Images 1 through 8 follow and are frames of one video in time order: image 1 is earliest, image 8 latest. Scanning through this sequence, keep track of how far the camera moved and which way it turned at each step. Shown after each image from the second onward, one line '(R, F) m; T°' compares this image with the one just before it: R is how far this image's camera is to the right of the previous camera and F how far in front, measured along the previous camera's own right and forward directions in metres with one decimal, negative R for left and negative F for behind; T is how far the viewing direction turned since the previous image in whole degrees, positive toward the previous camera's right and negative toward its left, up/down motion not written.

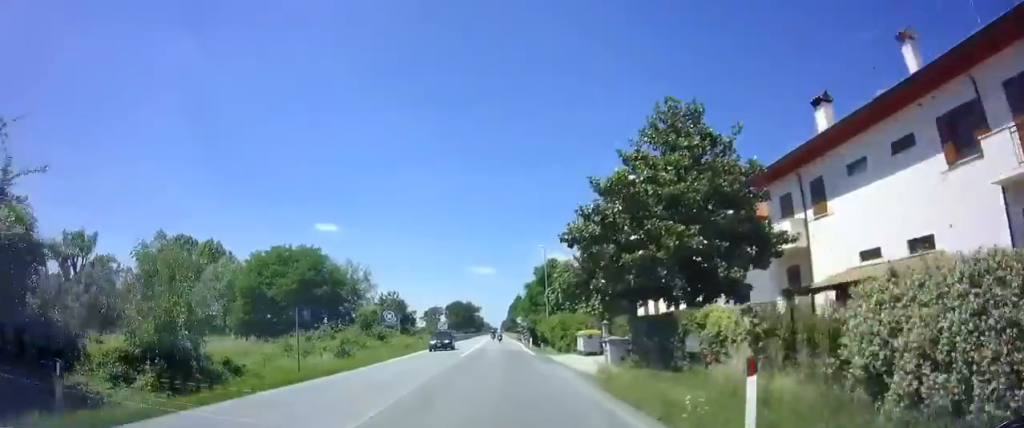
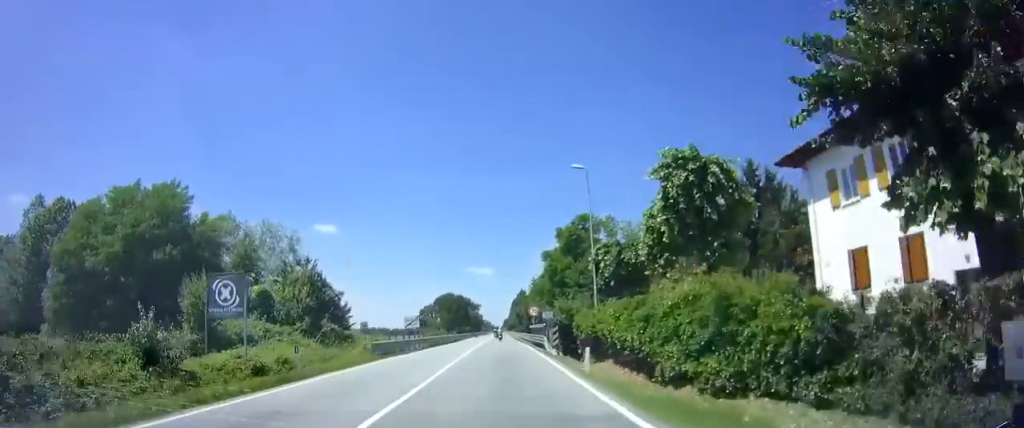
(0.0, +27.0) m; 0°
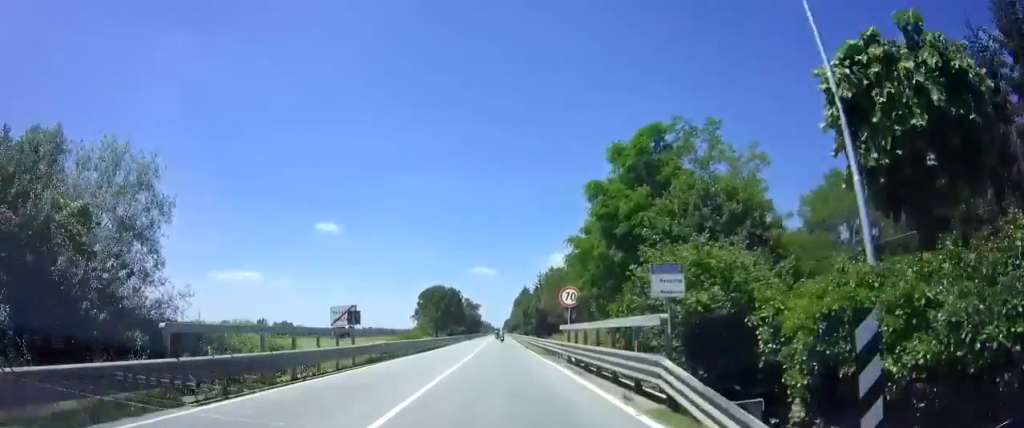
(-0.1, +22.1) m; 0°
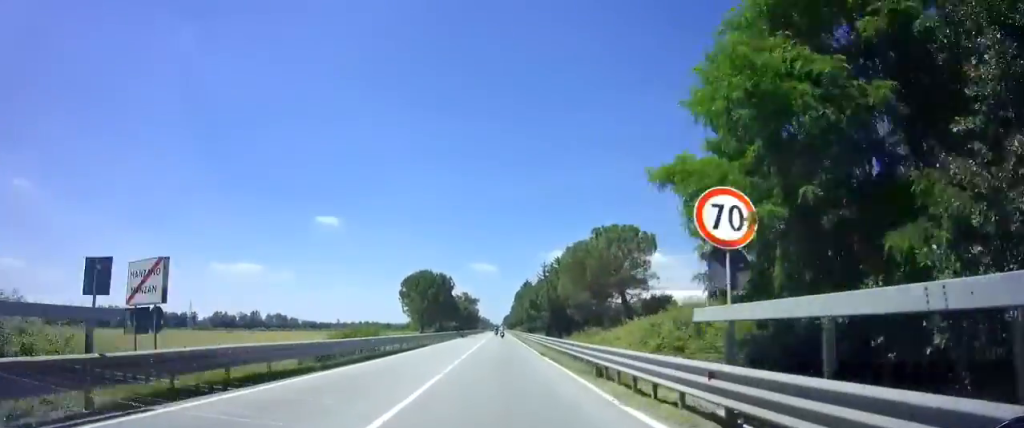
(0.0, +15.7) m; 0°
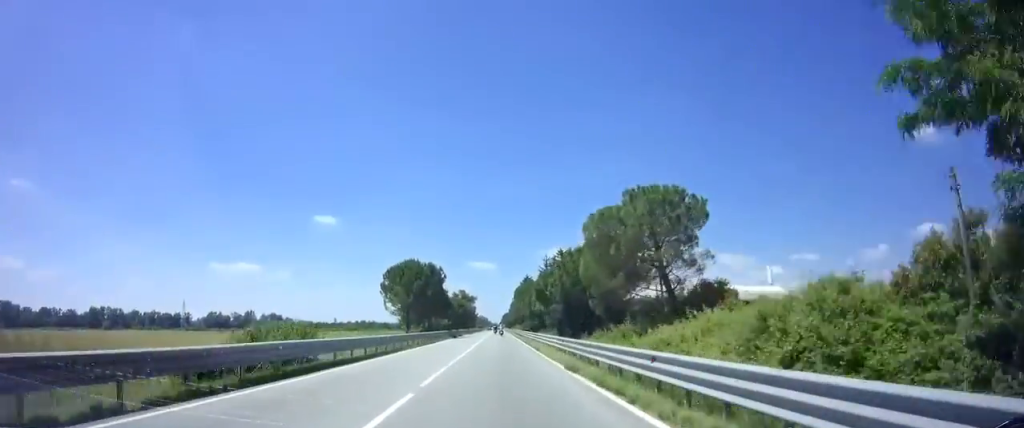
(0.0, +10.5) m; 0°
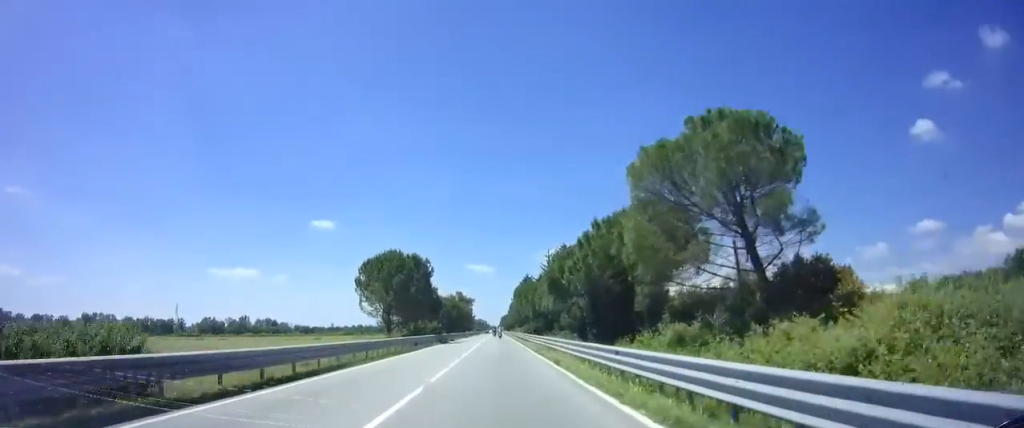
(0.0, +10.5) m; 0°
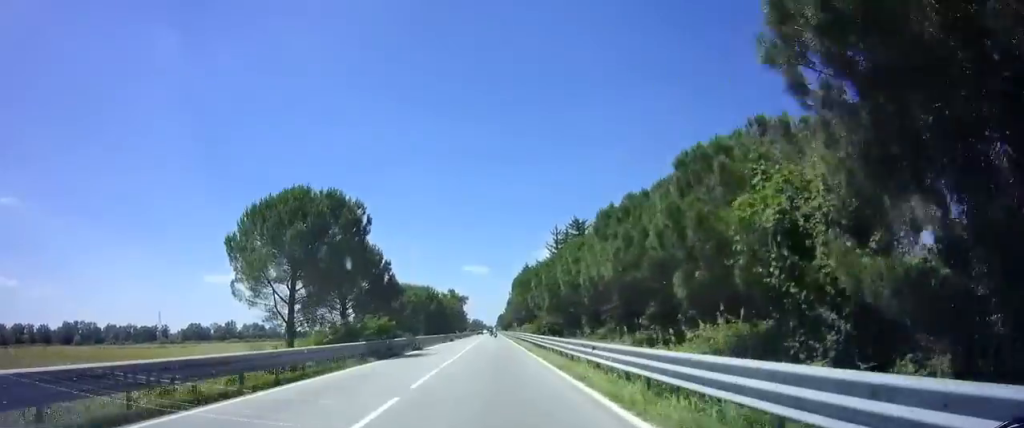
(+0.2, +25.1) m; +1°
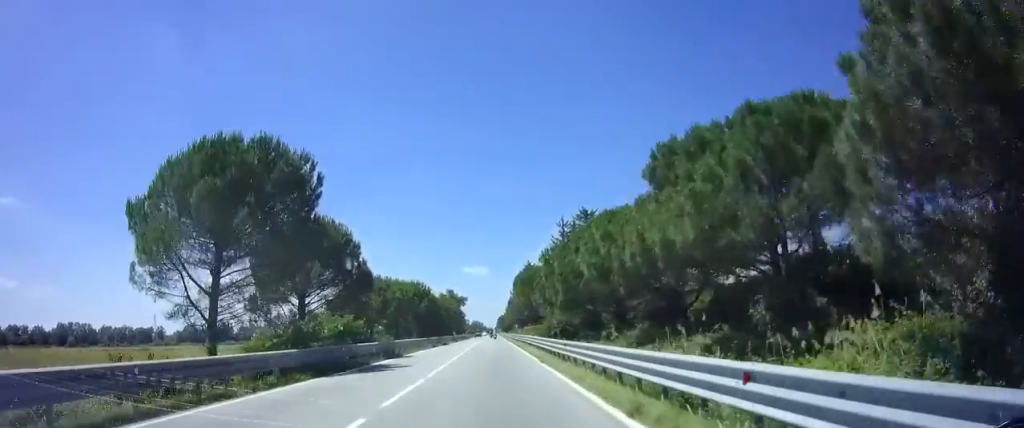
(+0.2, +9.3) m; 0°
